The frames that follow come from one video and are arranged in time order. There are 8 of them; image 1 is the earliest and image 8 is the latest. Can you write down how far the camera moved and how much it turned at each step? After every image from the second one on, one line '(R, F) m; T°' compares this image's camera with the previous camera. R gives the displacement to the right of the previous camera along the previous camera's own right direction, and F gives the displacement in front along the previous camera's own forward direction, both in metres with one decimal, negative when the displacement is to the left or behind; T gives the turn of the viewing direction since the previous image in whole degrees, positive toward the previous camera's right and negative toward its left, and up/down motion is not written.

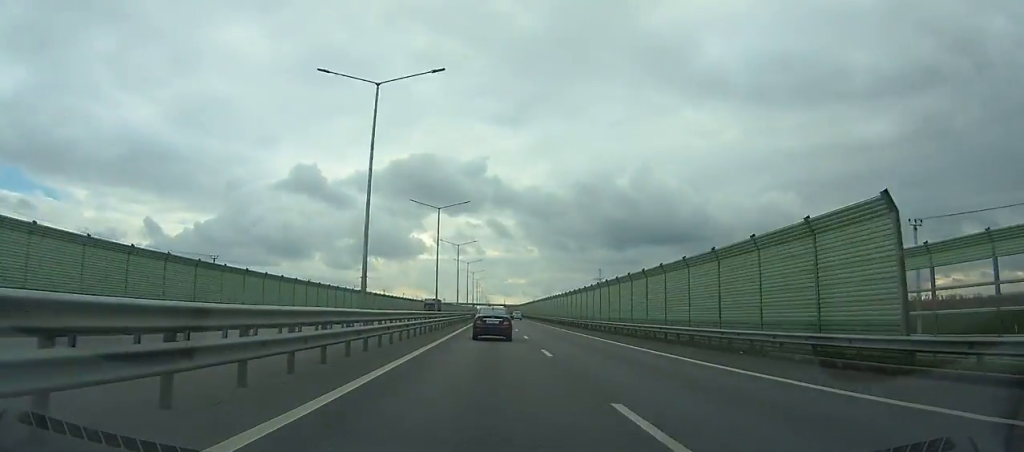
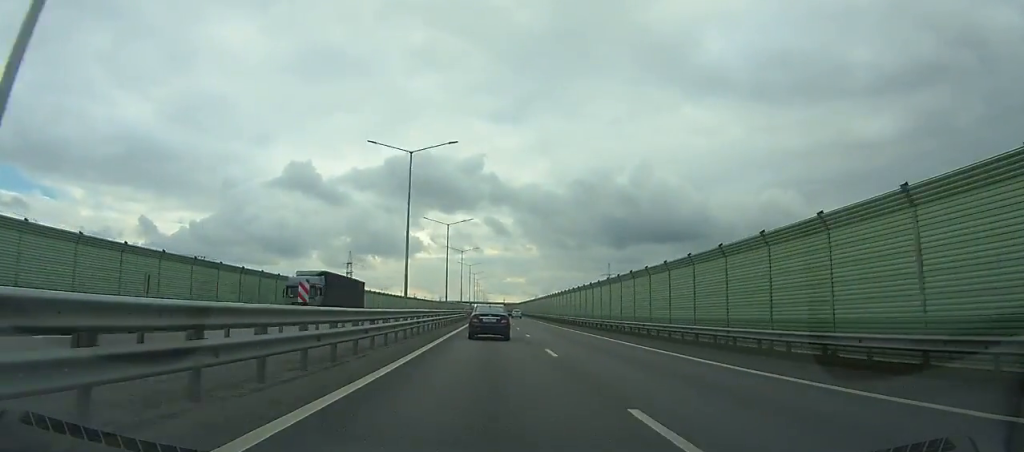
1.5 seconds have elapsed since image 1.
(0.0, +48.1) m; 0°
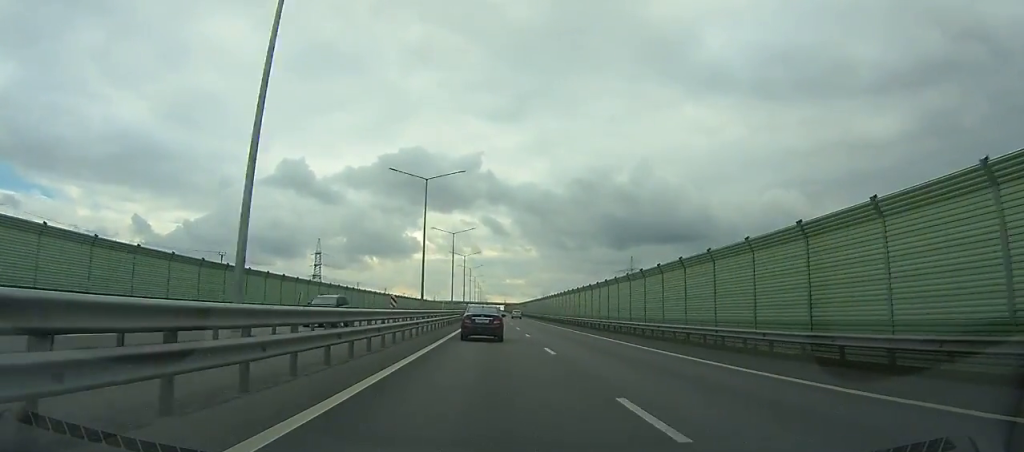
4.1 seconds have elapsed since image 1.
(+0.2, +83.4) m; 0°
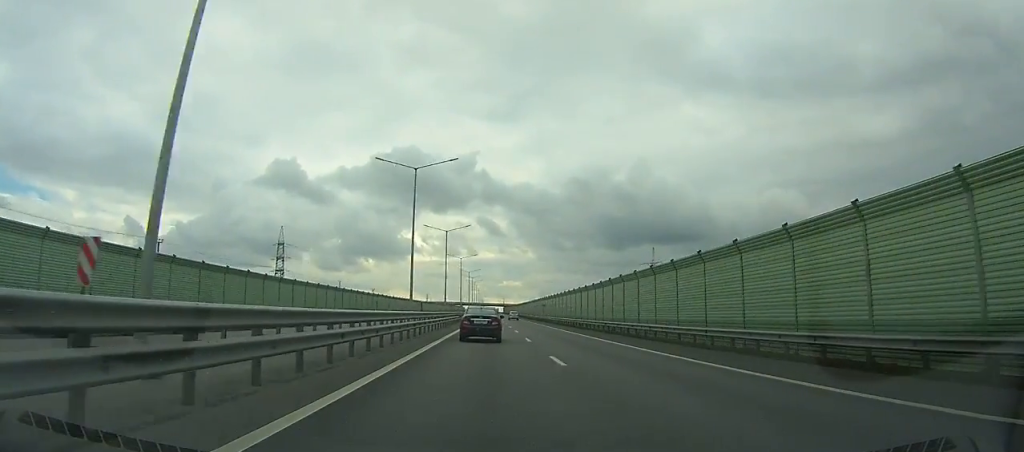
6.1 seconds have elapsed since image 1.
(+0.2, +63.8) m; 0°
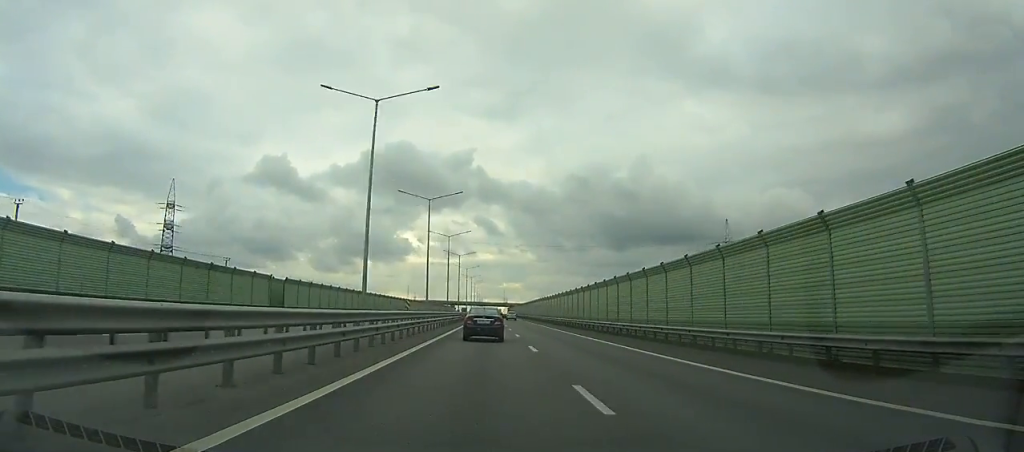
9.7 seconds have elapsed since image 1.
(0.0, +114.6) m; 0°
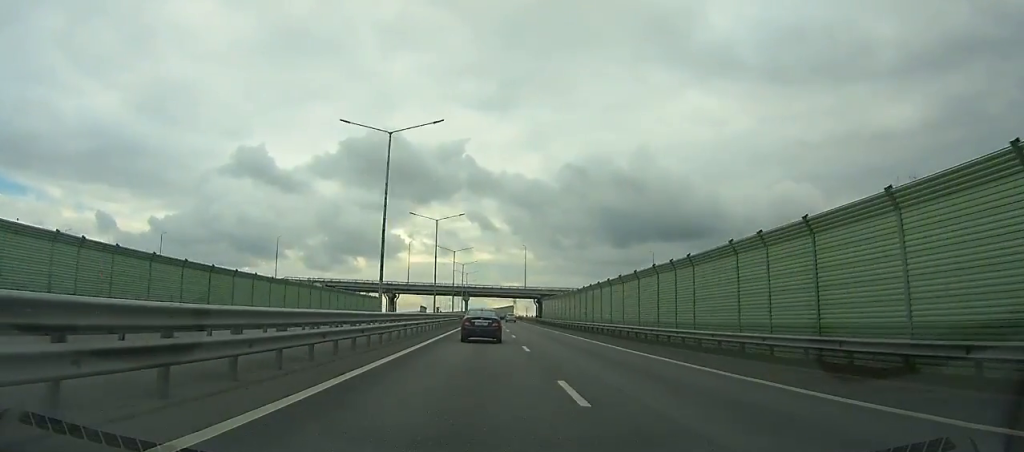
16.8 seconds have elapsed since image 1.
(-0.4, +224.4) m; 0°
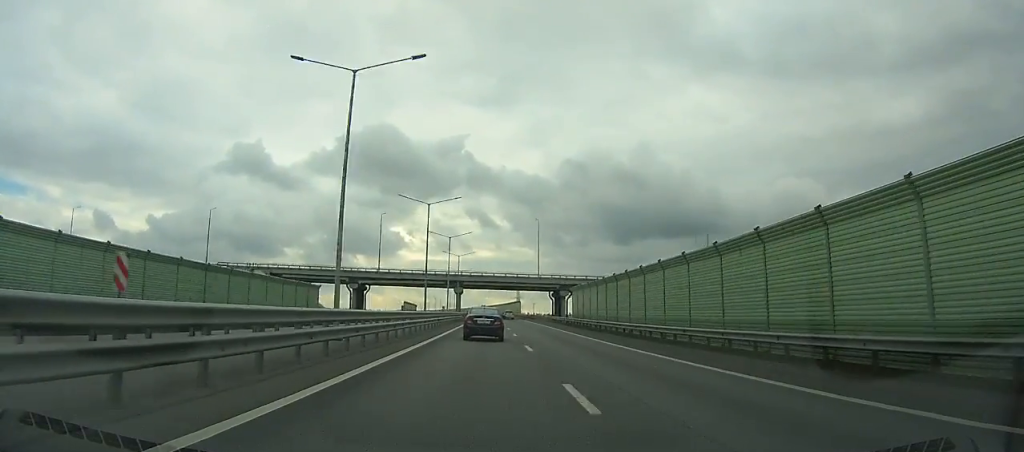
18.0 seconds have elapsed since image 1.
(0.0, +37.8) m; 0°
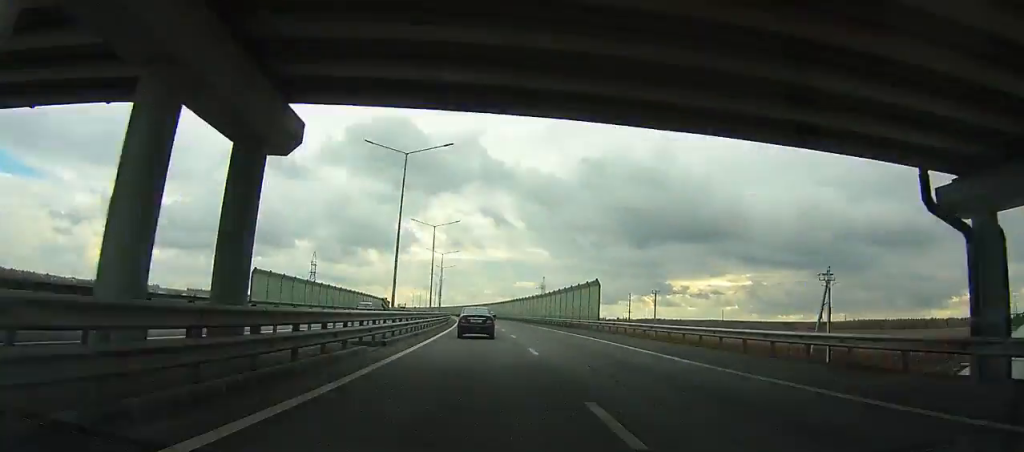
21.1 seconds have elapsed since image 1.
(0.0, +97.9) m; -1°
